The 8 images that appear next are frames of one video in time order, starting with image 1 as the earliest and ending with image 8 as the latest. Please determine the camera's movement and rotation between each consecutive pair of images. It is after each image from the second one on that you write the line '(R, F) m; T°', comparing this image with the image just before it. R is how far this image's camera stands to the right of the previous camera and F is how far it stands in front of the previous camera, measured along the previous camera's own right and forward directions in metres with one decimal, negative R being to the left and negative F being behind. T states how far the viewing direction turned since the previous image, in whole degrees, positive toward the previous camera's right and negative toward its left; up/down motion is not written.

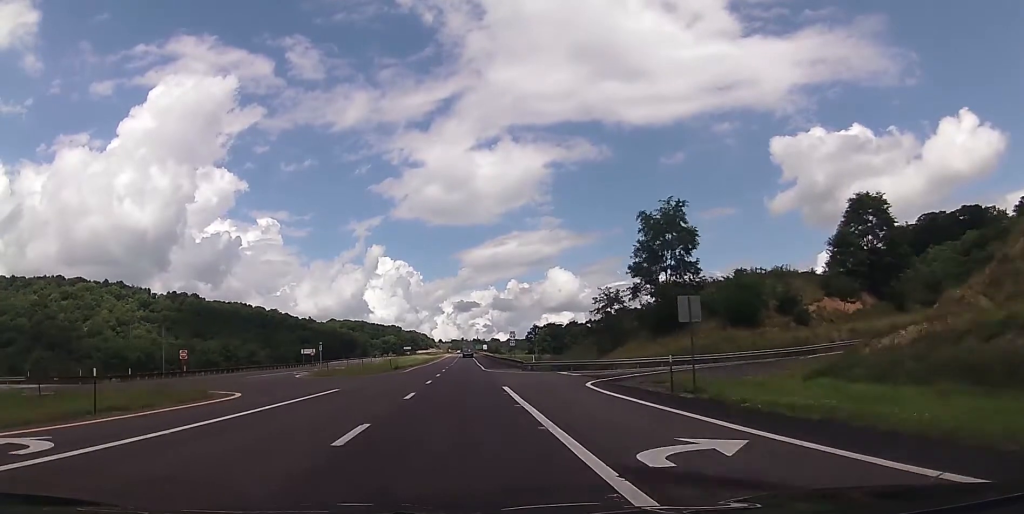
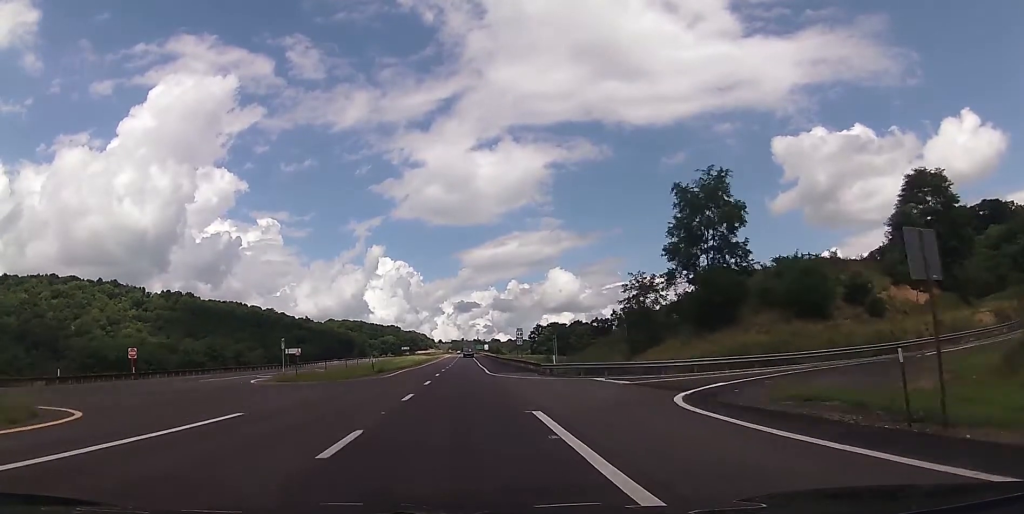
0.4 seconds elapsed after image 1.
(-0.1, +13.3) m; 0°
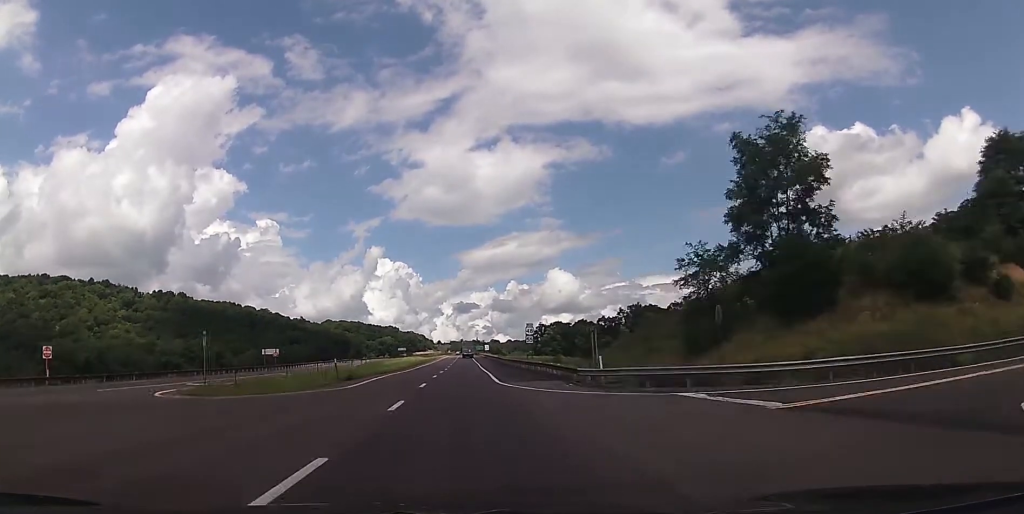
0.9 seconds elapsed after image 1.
(0.0, +15.5) m; 0°
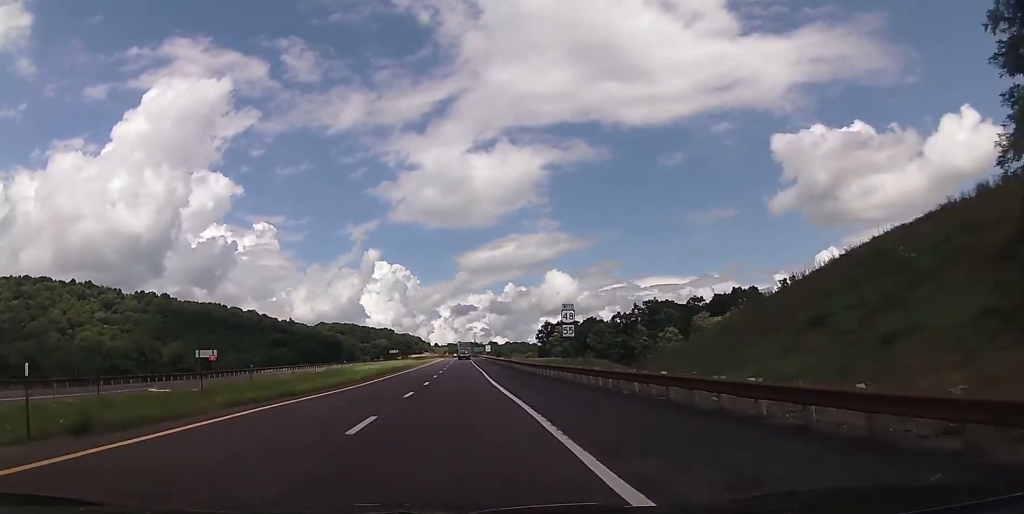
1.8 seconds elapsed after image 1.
(0.0, +30.0) m; +1°
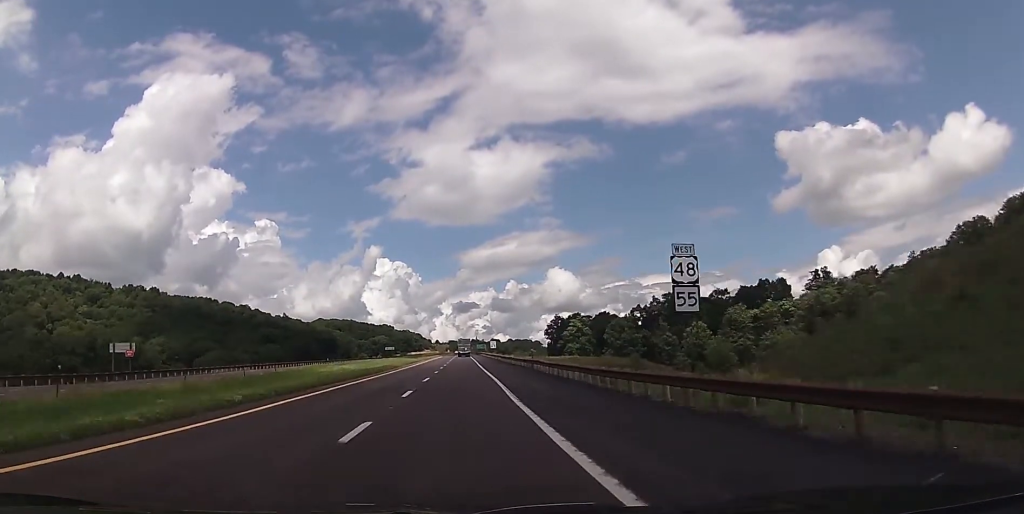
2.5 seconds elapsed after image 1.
(+0.3, +24.3) m; 0°
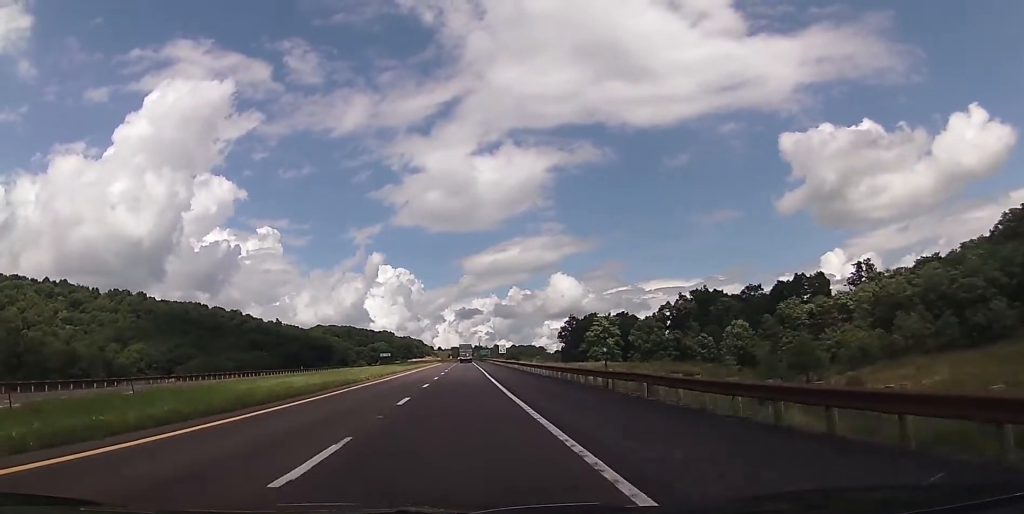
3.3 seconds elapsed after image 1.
(-0.3, +27.7) m; -1°
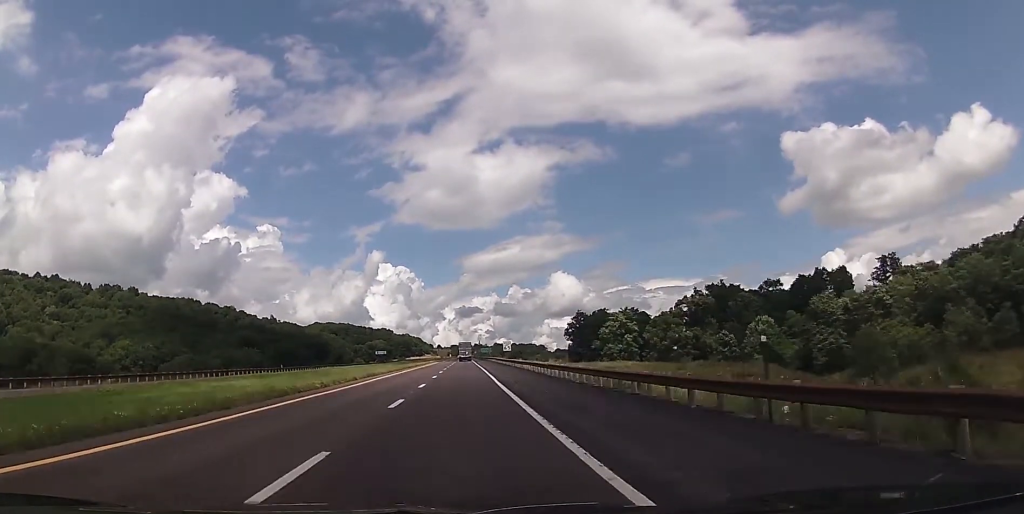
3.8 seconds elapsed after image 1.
(-0.1, +14.4) m; 0°
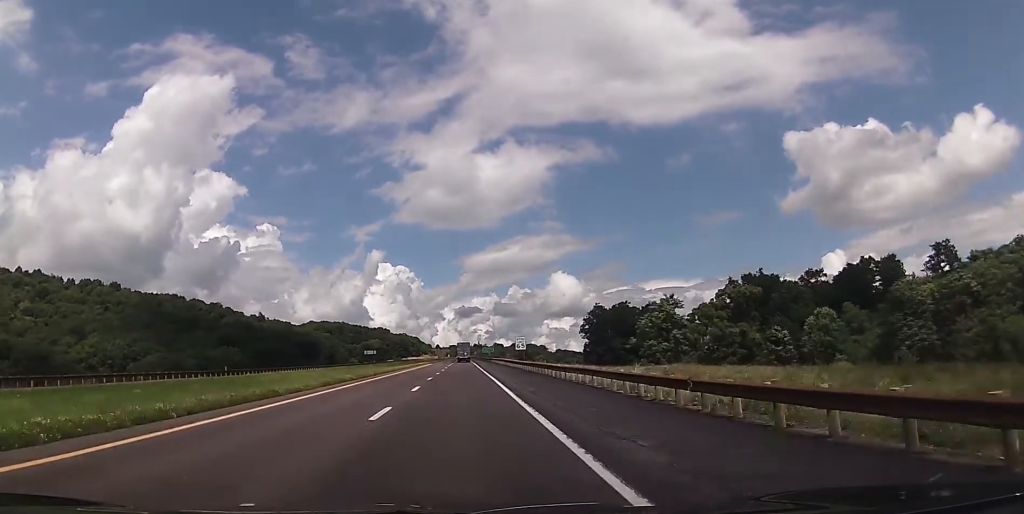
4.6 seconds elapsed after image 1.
(0.0, +27.7) m; 0°
